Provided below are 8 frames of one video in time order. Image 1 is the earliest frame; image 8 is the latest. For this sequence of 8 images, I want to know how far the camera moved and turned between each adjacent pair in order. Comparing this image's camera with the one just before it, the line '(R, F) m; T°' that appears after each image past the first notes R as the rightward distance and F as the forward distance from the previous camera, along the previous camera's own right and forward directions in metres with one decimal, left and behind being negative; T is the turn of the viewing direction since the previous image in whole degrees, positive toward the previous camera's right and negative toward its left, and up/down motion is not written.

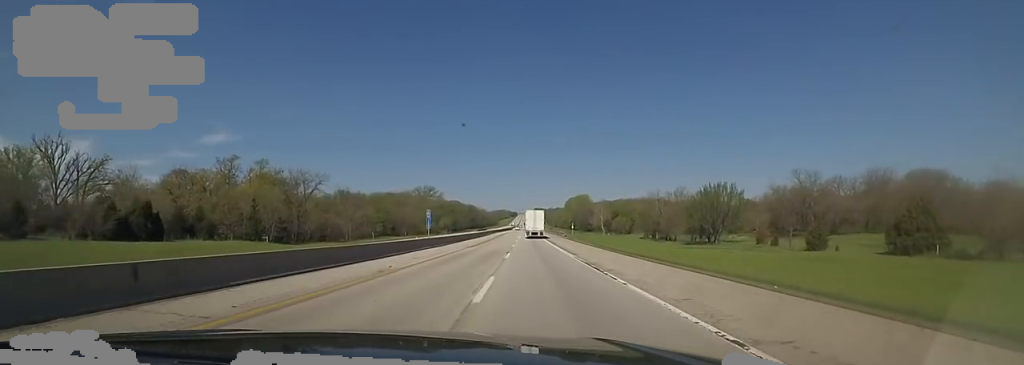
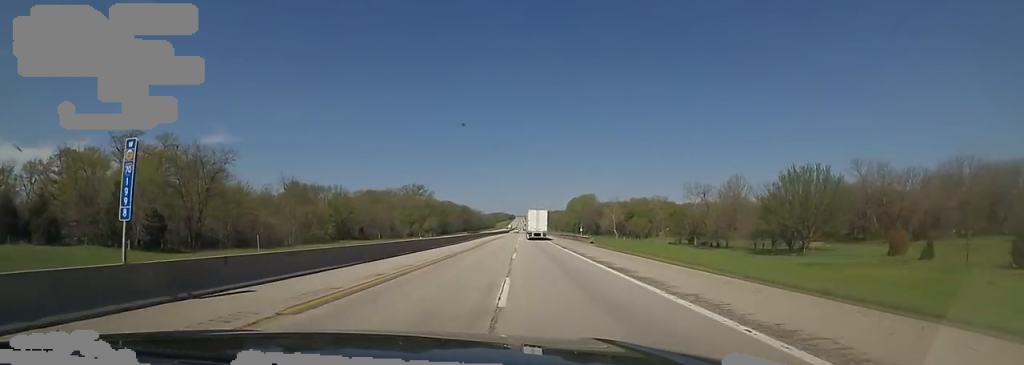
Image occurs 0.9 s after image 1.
(0.0, +31.0) m; 0°
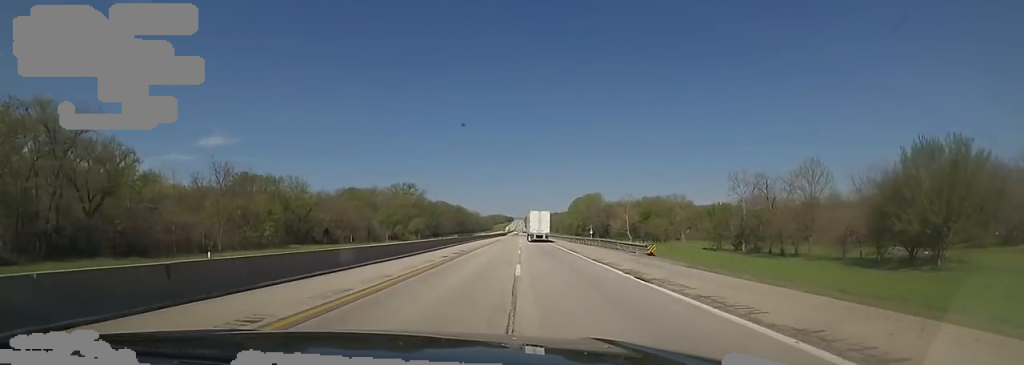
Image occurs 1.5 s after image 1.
(0.0, +23.7) m; 0°
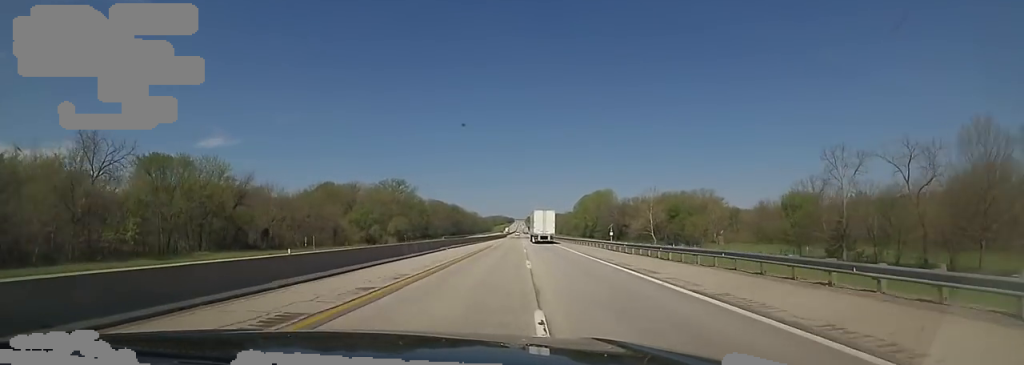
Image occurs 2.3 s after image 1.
(0.0, +28.3) m; 0°
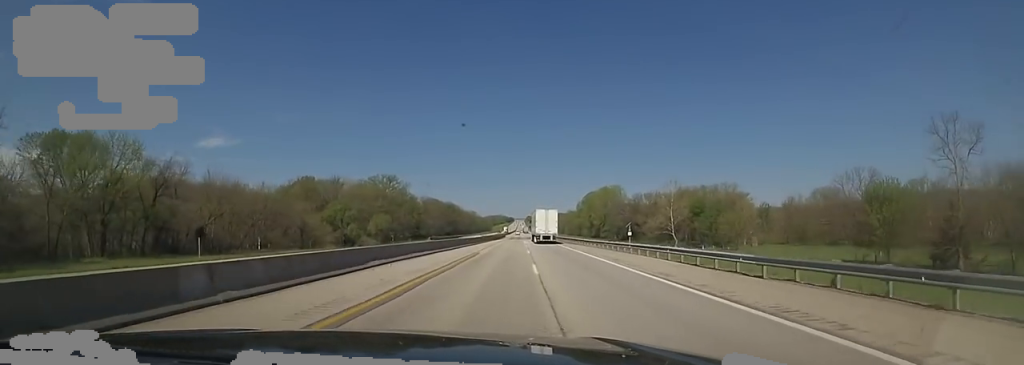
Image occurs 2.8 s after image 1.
(0.0, +17.6) m; 0°
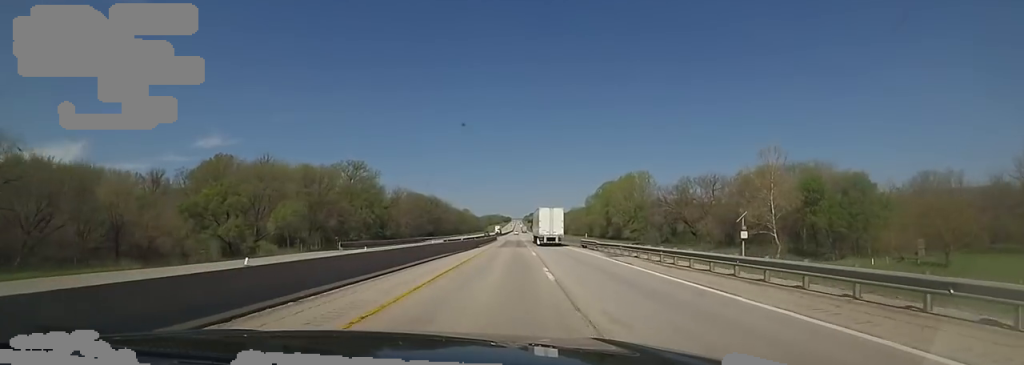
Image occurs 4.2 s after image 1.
(0.0, +47.2) m; 0°
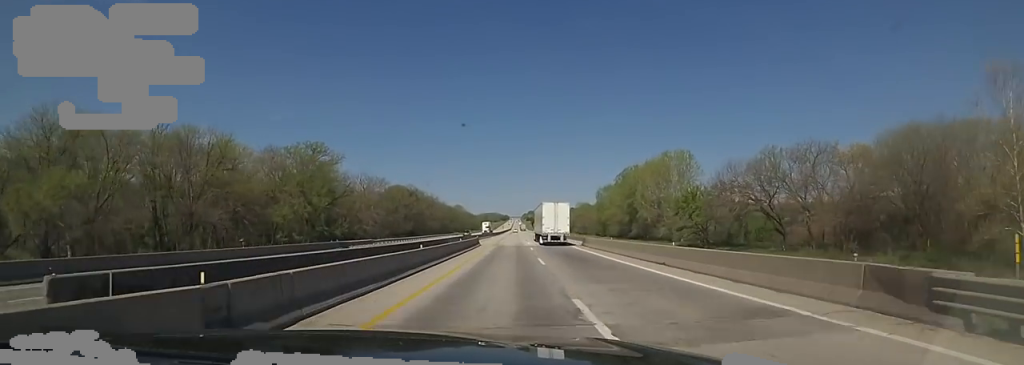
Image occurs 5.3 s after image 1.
(0.0, +39.3) m; 0°
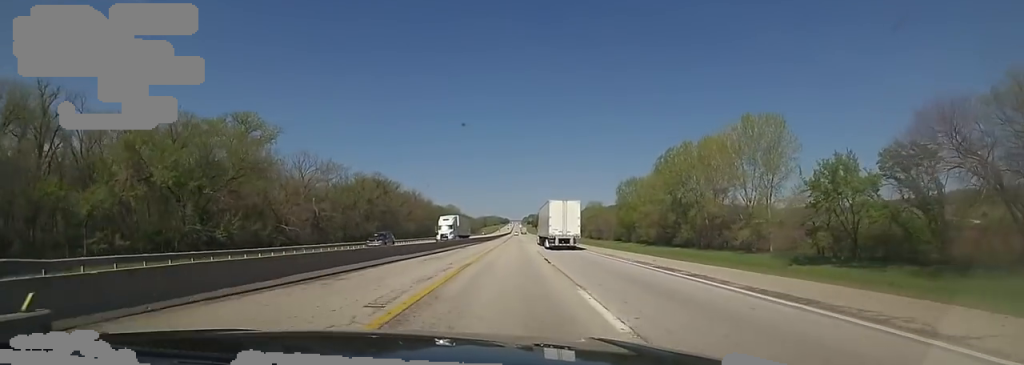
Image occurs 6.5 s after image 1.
(0.0, +43.1) m; +1°
